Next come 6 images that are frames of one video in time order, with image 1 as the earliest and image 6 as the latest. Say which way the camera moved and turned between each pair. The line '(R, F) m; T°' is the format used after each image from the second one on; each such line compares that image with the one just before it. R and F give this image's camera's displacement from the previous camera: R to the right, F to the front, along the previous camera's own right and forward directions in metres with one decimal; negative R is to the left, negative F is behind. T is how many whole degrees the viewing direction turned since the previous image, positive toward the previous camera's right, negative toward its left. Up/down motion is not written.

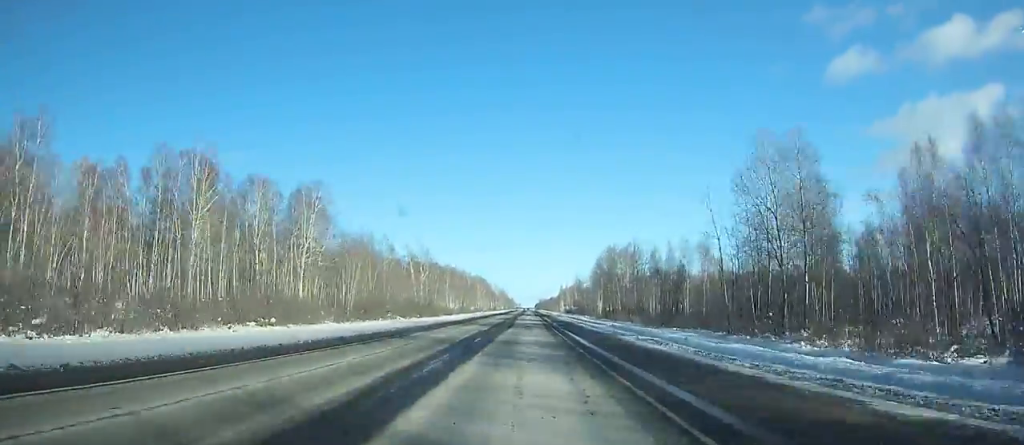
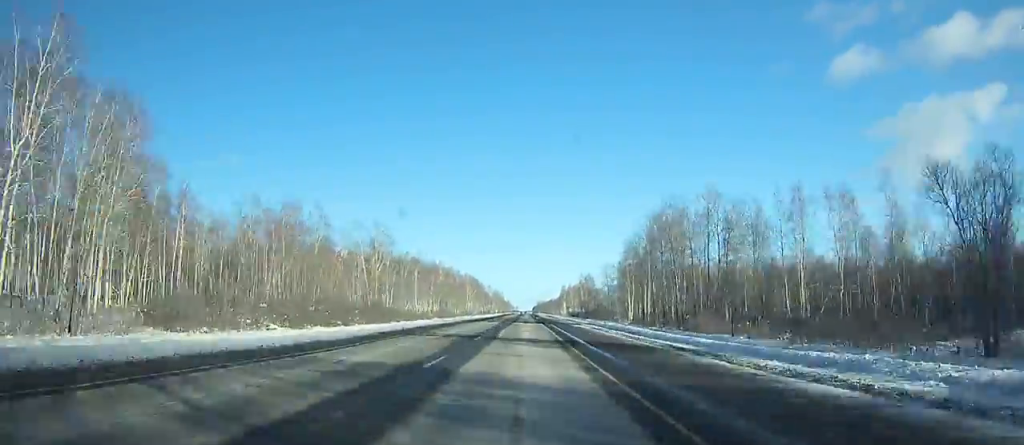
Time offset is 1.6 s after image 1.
(-0.1, +46.8) m; 0°
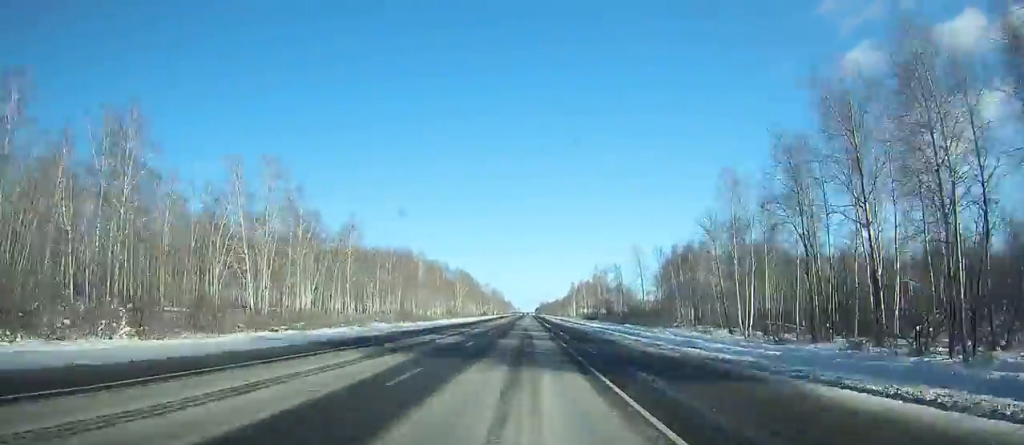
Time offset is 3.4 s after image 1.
(-0.1, +52.6) m; 0°
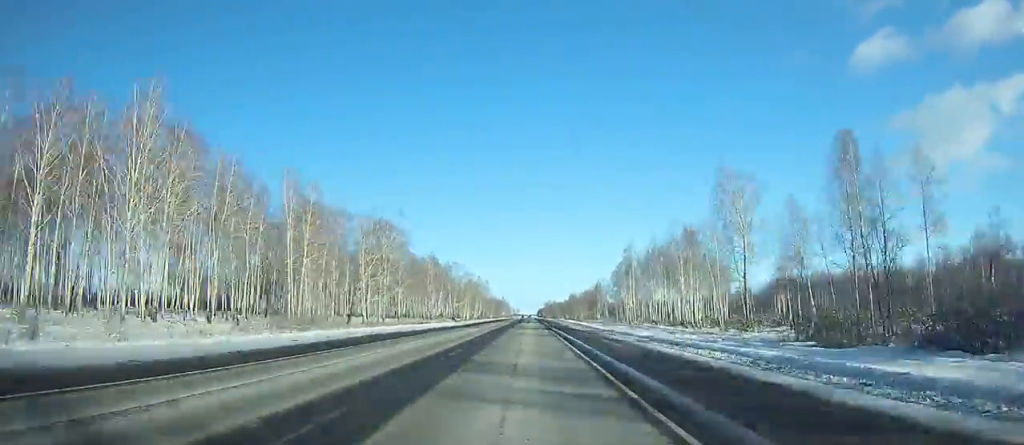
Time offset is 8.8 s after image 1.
(0.0, +147.1) m; 0°
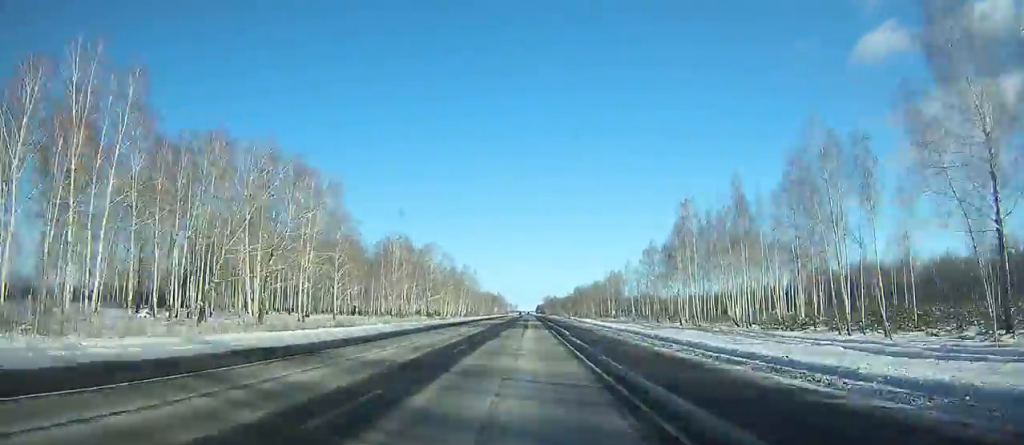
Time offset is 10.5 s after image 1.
(+0.1, +46.4) m; 0°
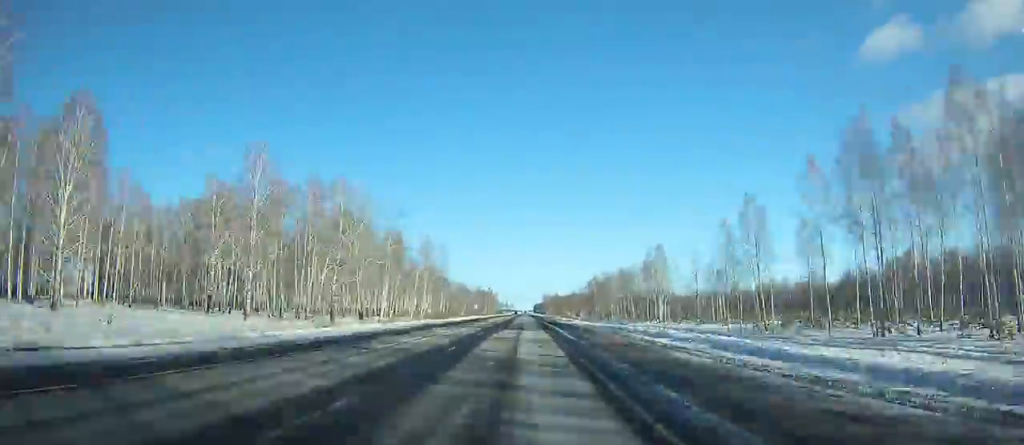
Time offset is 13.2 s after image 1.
(+0.2, +73.8) m; 0°
